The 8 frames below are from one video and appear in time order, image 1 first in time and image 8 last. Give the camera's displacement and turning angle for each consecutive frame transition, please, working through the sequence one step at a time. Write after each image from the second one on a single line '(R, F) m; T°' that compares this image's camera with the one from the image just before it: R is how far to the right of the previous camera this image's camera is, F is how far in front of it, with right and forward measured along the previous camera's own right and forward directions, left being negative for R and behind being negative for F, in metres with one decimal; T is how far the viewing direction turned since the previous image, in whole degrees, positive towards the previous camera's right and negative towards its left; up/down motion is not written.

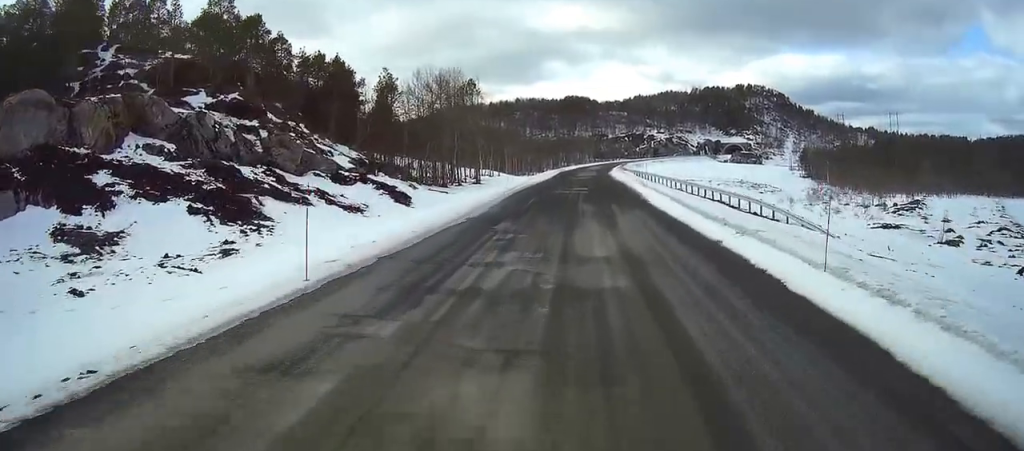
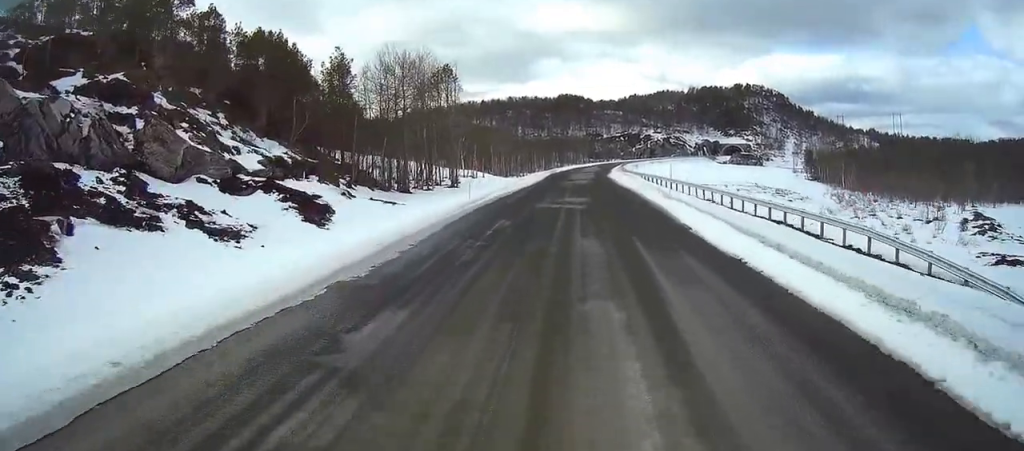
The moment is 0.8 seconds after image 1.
(+0.1, +14.7) m; +1°
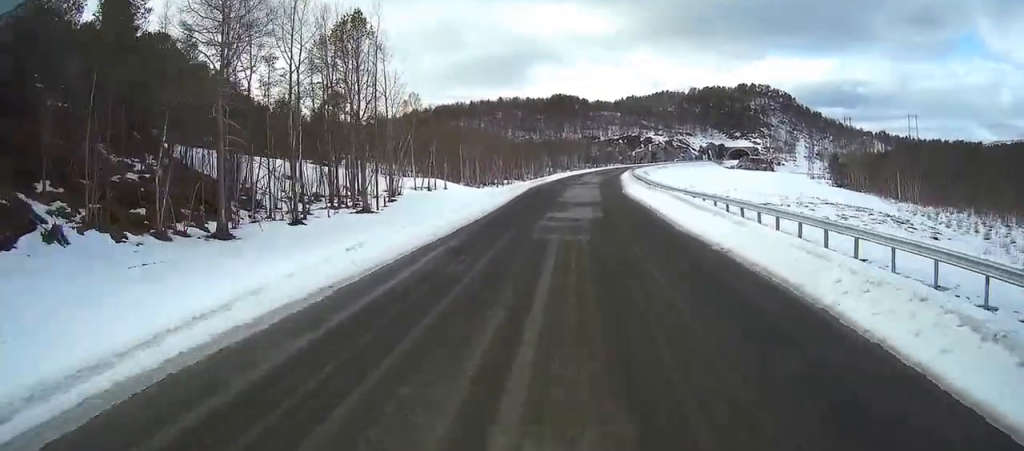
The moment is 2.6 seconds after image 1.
(+0.4, +34.0) m; +1°
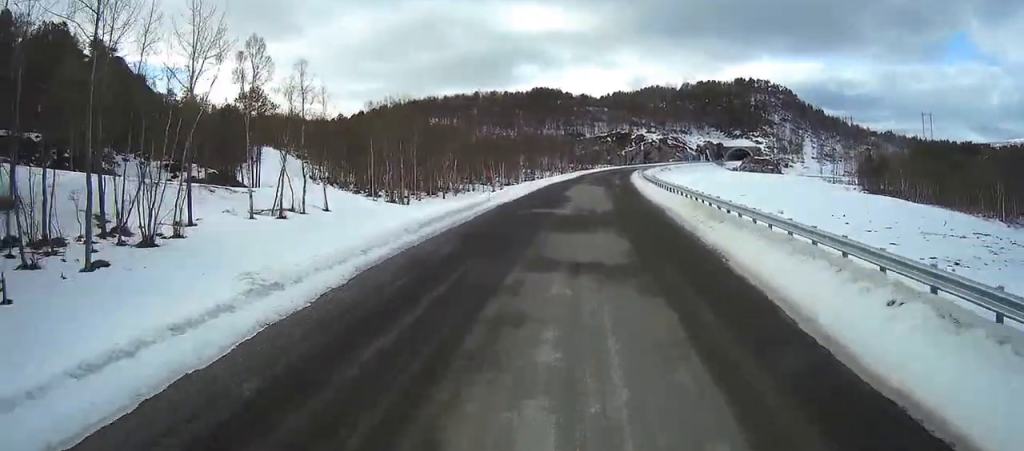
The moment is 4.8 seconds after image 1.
(+0.2, +42.8) m; 0°
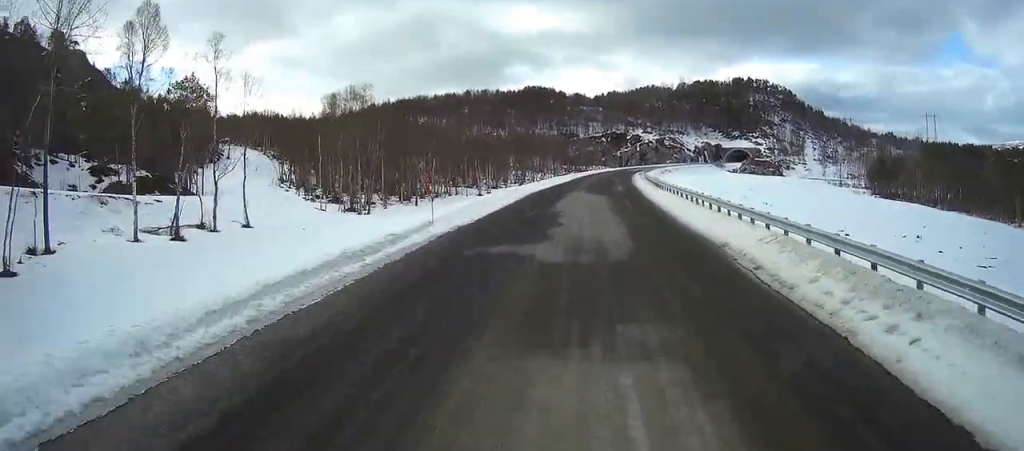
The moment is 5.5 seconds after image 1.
(0.0, +13.2) m; 0°
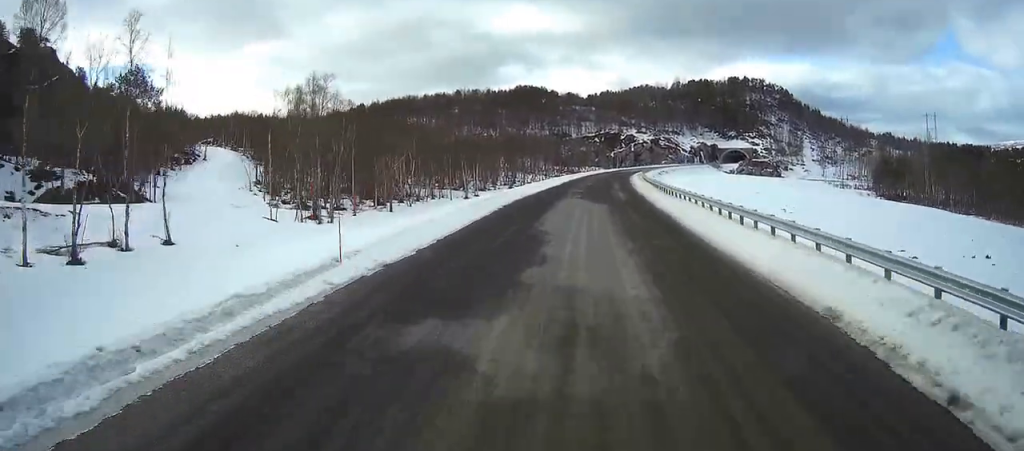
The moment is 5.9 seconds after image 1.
(0.0, +8.6) m; 0°
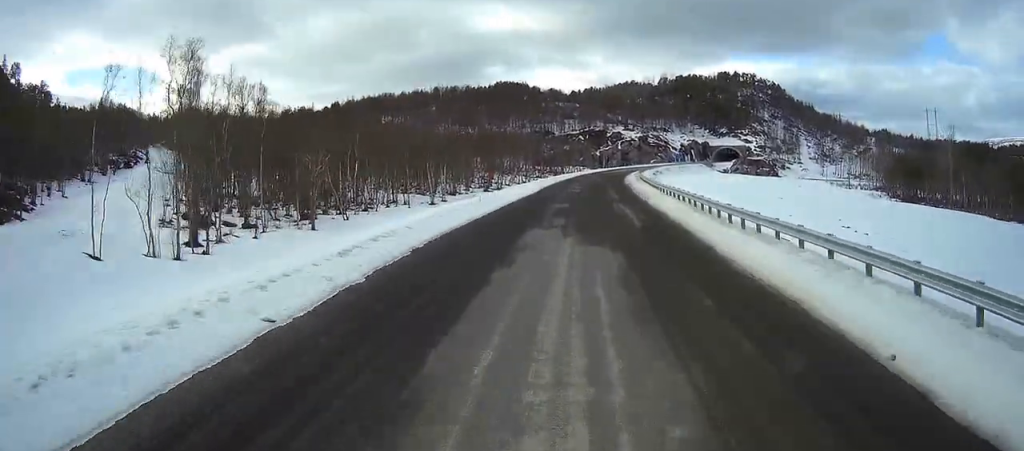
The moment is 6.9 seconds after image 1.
(+0.1, +19.4) m; +1°
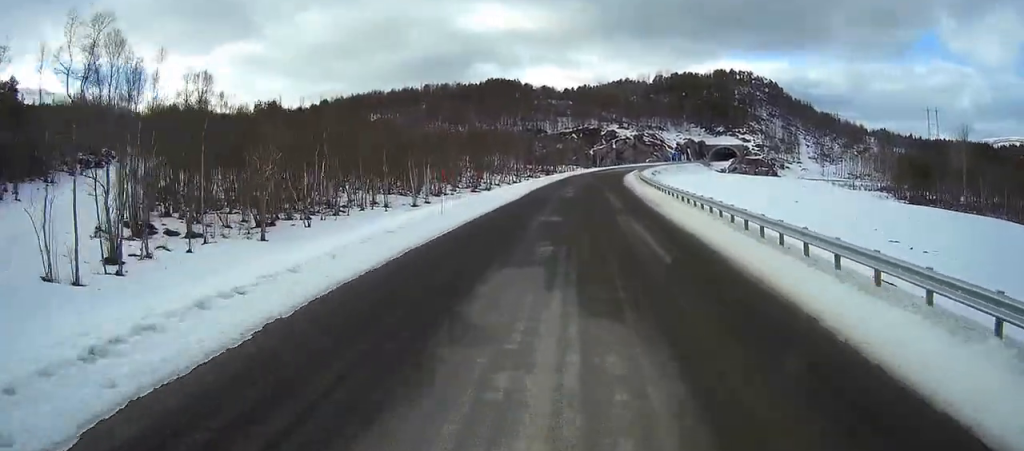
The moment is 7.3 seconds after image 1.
(+0.1, +8.7) m; +1°
